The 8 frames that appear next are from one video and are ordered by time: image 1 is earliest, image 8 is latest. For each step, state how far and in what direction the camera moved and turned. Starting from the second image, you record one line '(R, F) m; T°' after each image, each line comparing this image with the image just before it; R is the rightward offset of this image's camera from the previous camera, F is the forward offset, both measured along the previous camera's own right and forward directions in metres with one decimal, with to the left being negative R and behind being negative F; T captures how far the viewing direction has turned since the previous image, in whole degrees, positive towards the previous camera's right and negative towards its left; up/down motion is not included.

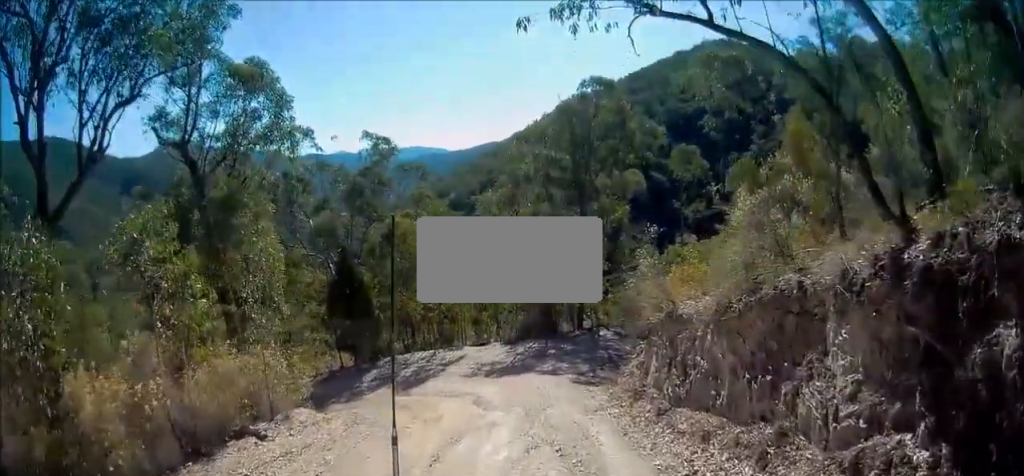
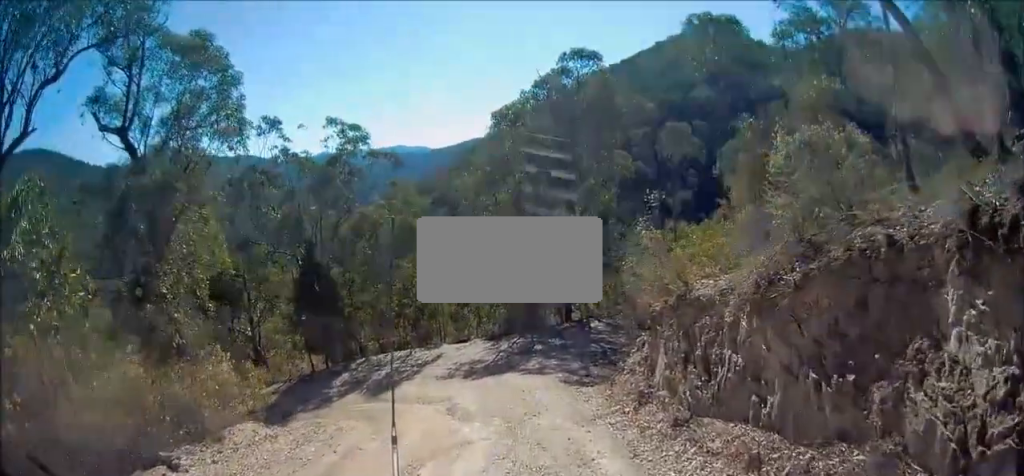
(+0.3, +1.9) m; +6°
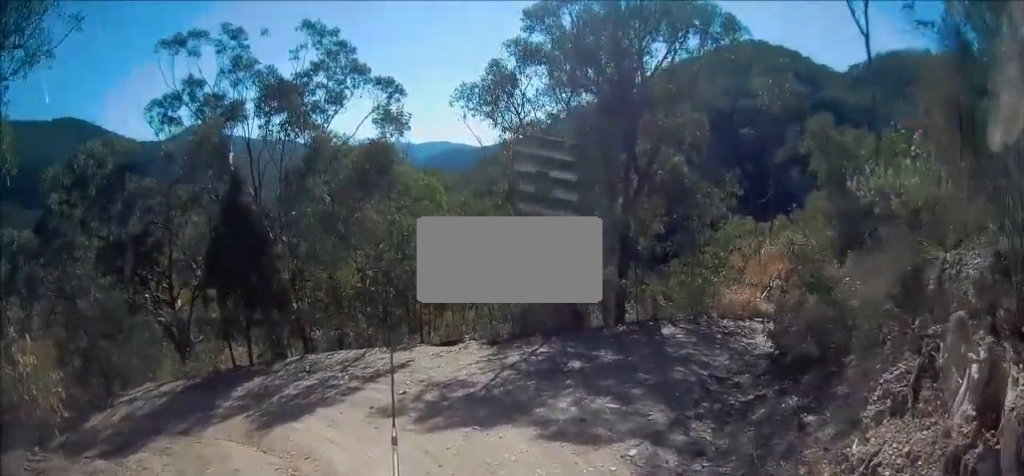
(-0.7, +8.2) m; -28°
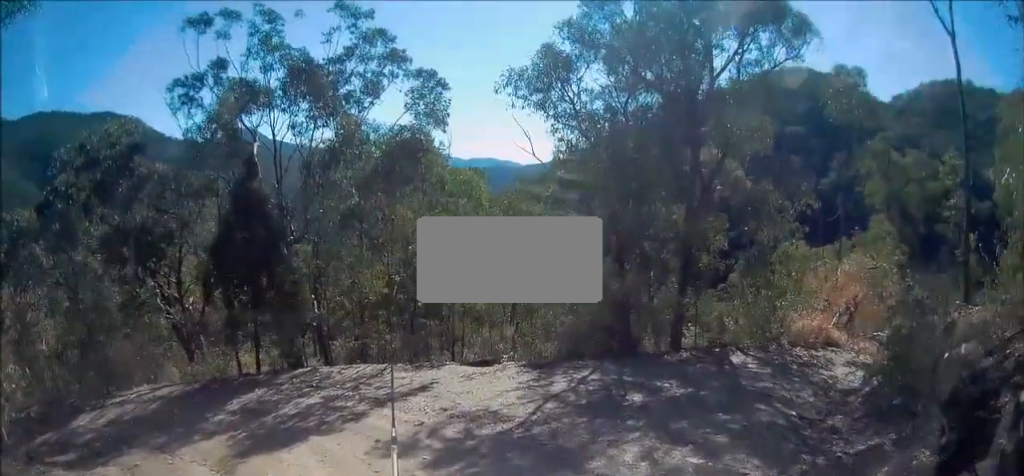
(-0.3, +2.4) m; -1°
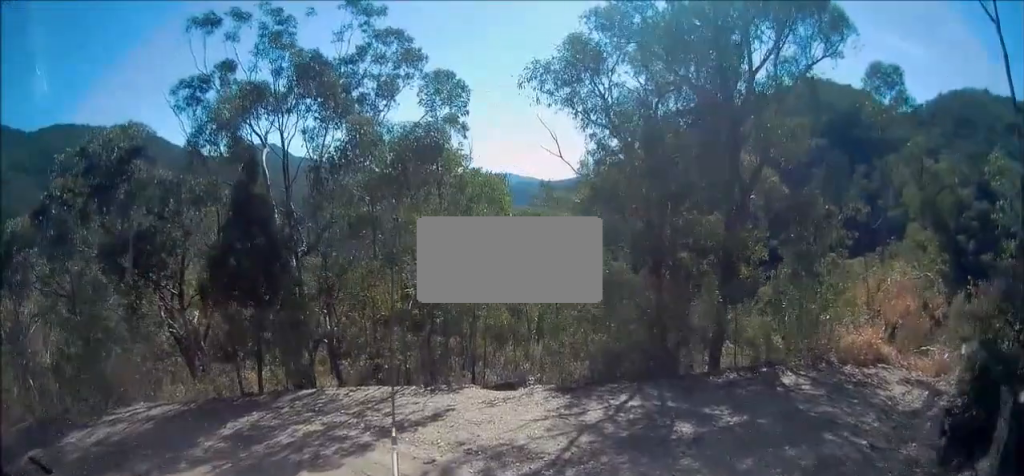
(-0.2, +1.6) m; +1°
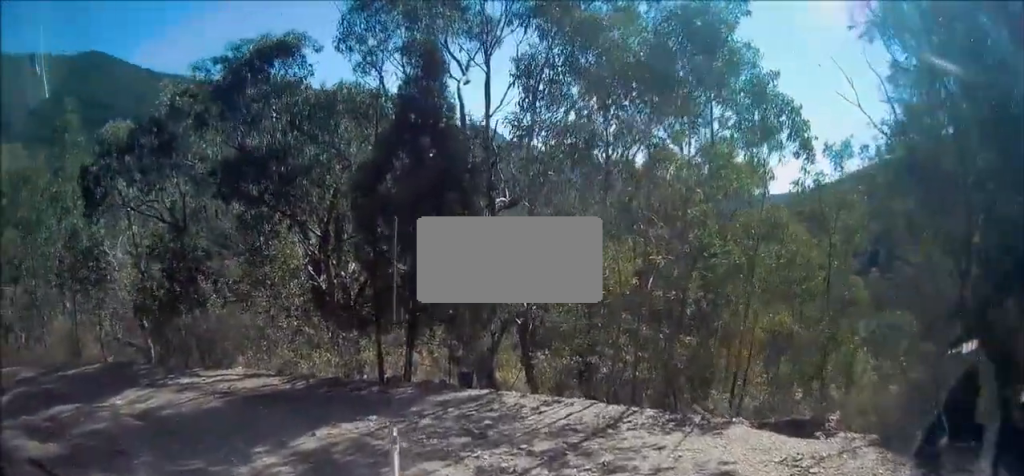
(+0.2, +5.8) m; -10°
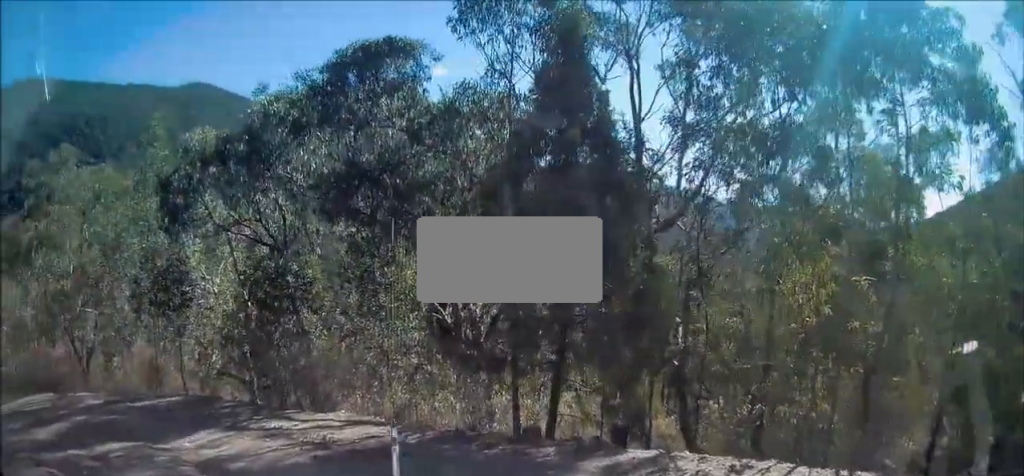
(-0.3, +2.4) m; -14°
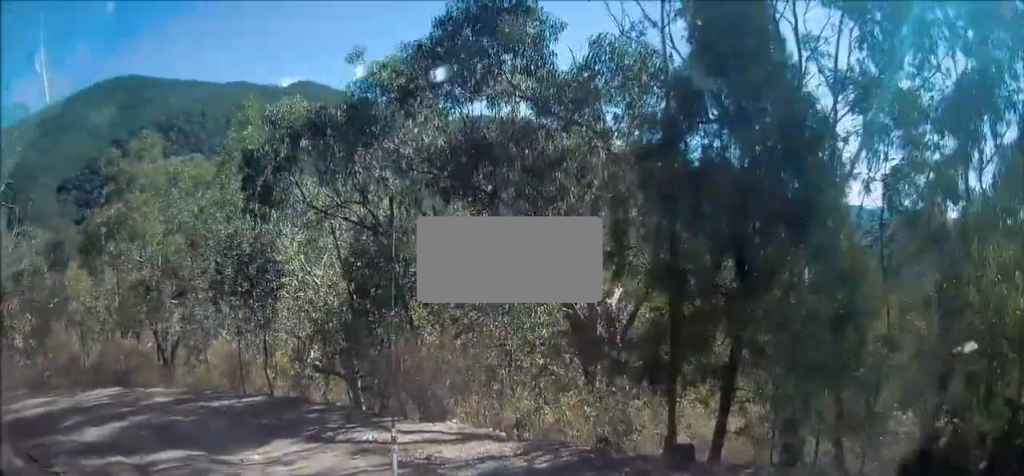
(0.0, +1.9) m; -14°
